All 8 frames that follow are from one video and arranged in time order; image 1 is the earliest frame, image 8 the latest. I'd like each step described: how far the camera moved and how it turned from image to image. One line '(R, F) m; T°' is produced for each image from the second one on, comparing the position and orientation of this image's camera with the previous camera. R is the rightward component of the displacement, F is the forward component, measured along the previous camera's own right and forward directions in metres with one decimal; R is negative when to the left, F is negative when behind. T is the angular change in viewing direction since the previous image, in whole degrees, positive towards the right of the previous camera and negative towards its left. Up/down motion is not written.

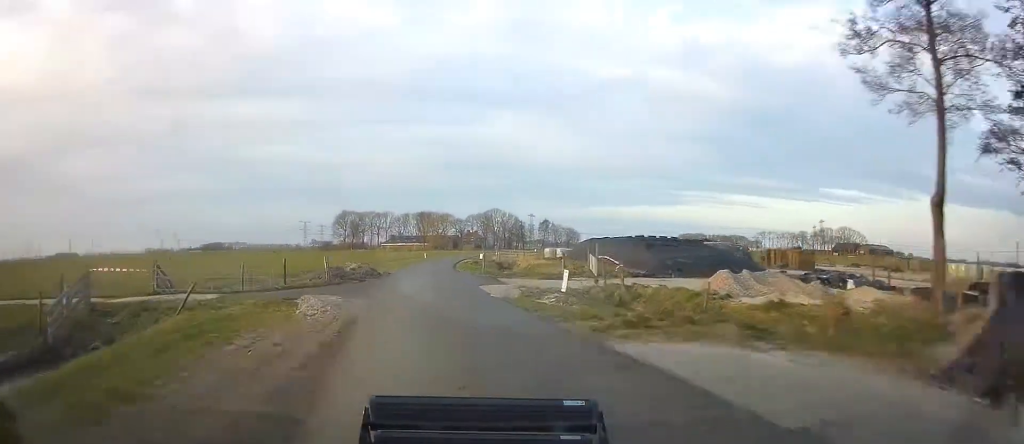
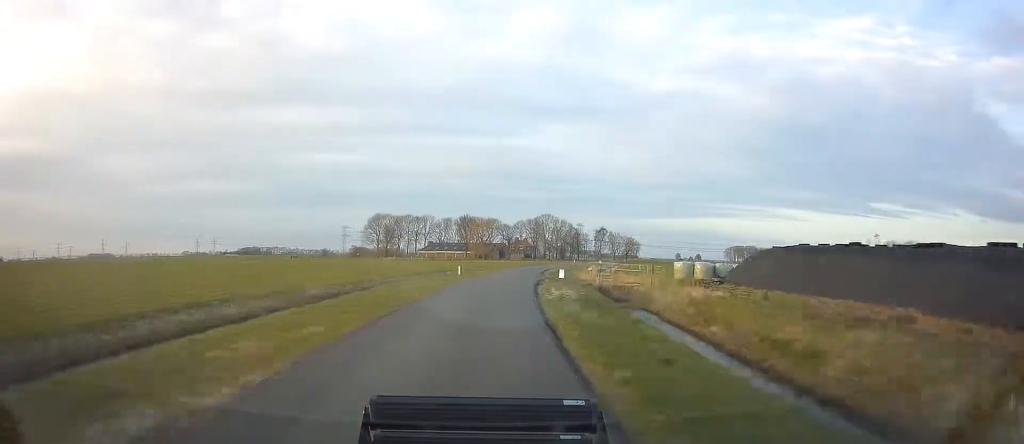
(-2.8, +29.4) m; -6°
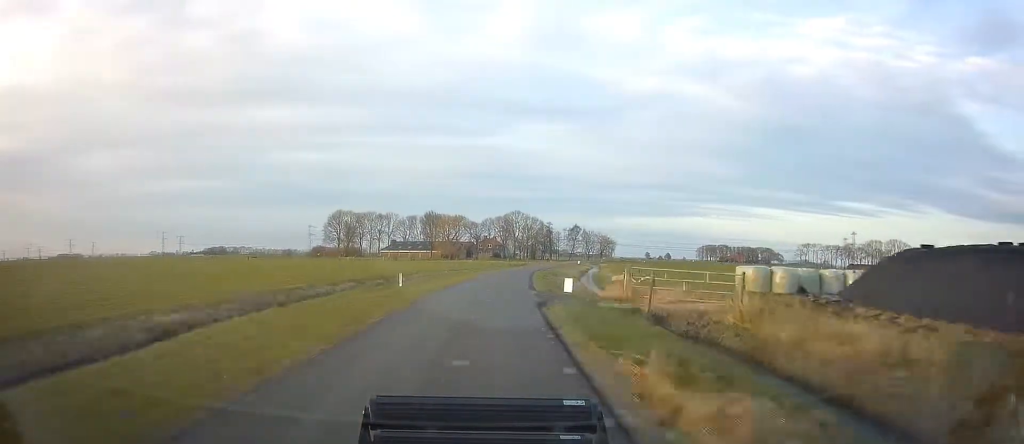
(+0.1, +13.8) m; +1°
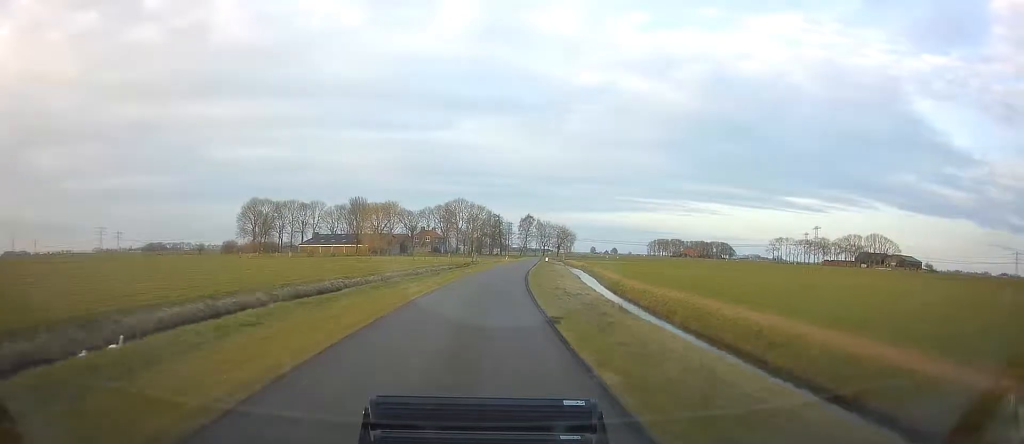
(+1.6, +36.4) m; +5°
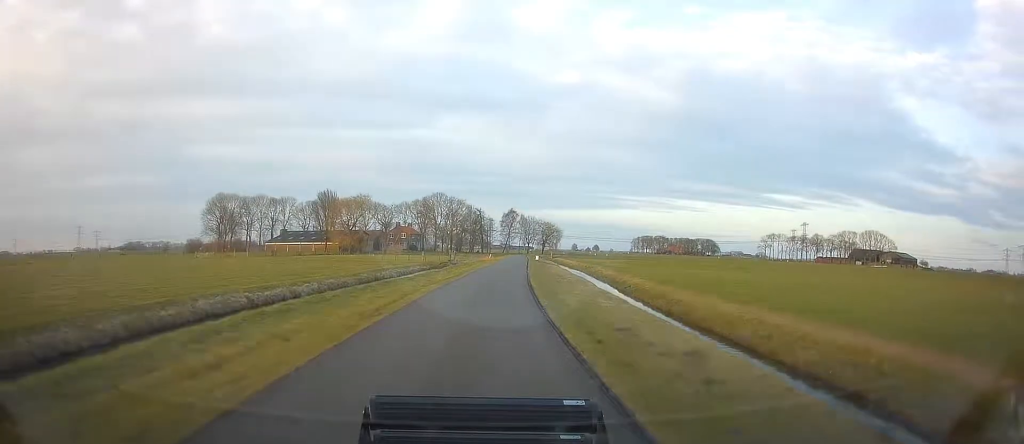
(+0.3, +13.4) m; +2°
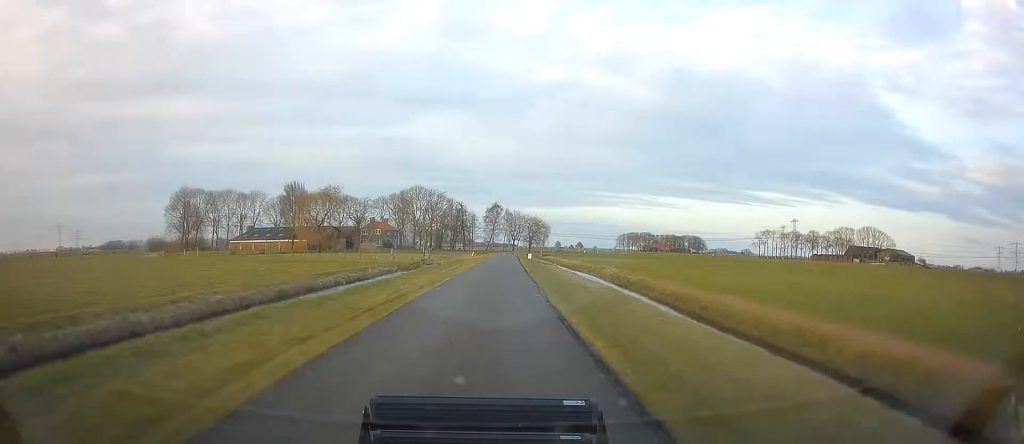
(+0.1, +14.5) m; +2°
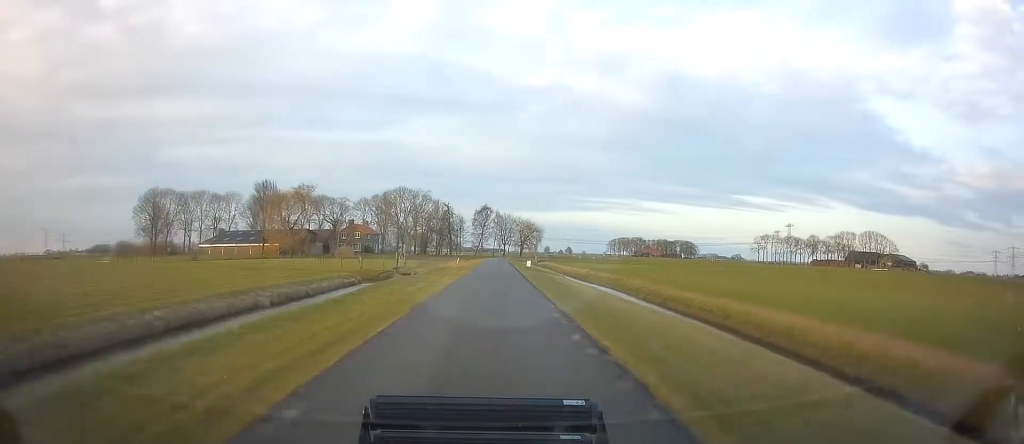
(+0.2, +12.3) m; +1°
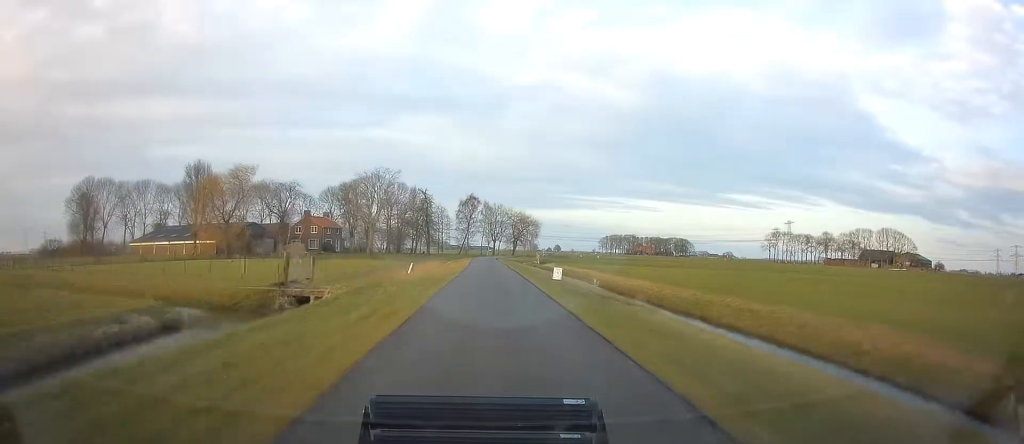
(+0.4, +27.2) m; +1°
